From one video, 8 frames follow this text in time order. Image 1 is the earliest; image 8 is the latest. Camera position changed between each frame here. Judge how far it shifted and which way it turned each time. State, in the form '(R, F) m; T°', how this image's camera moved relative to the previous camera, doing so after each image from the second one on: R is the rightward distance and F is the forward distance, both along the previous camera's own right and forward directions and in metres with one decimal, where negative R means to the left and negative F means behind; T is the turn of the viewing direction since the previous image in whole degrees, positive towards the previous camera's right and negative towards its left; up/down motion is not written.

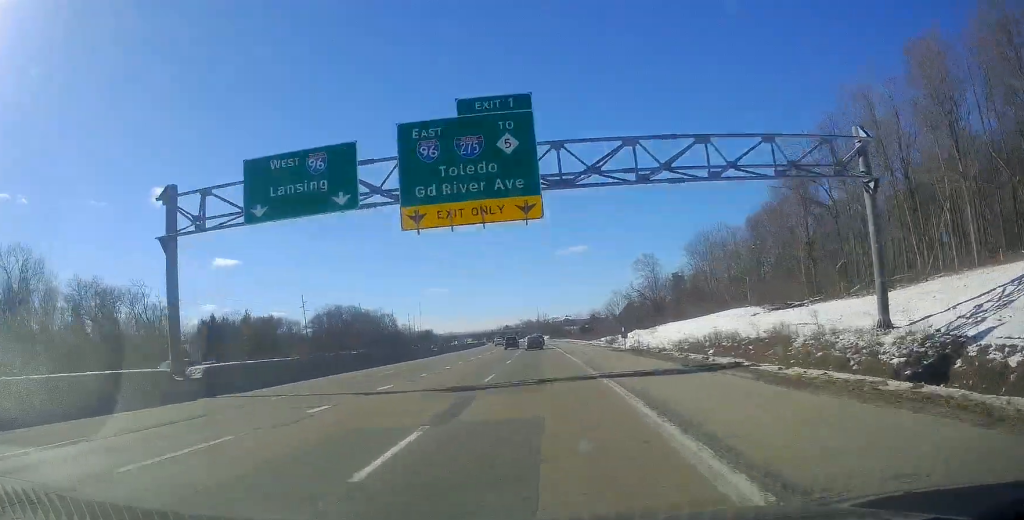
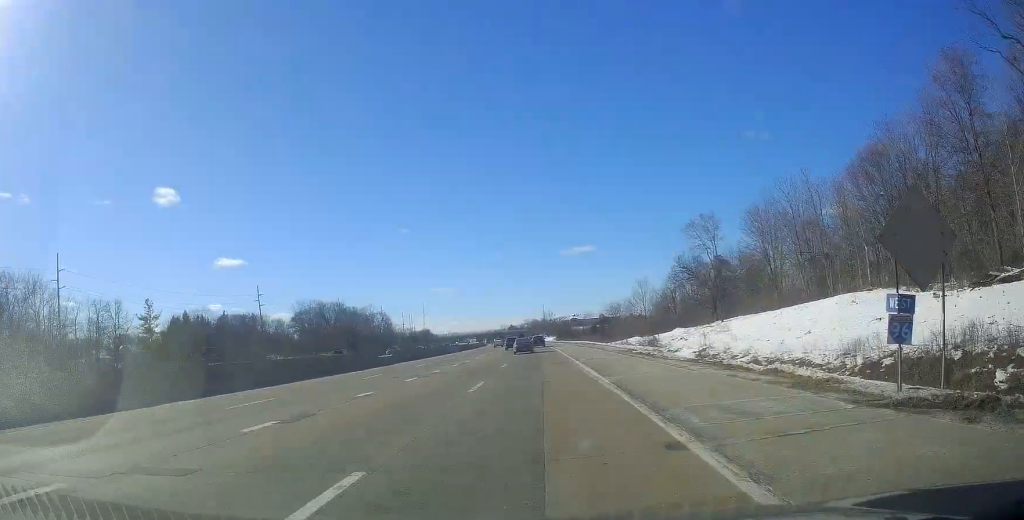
(-0.3, +38.3) m; -1°
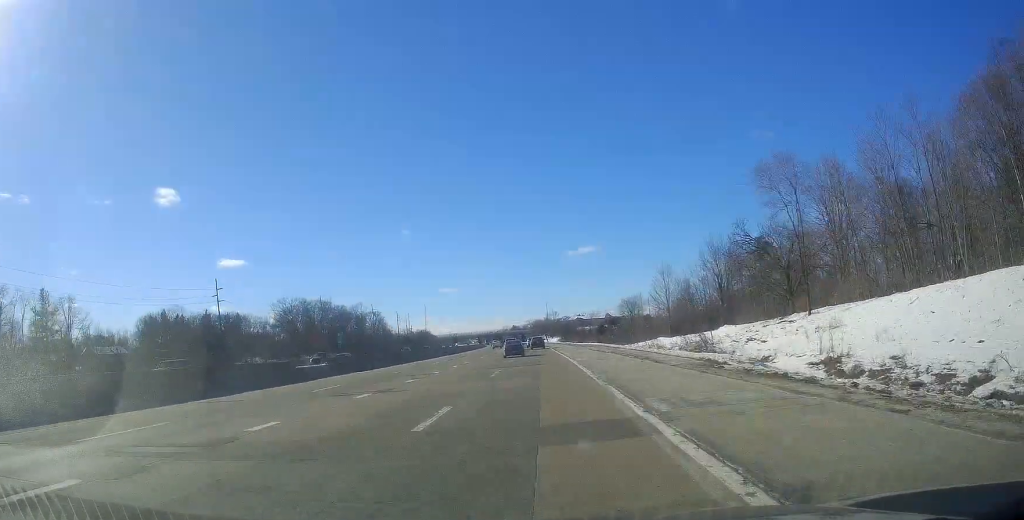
(-0.2, +24.3) m; -1°
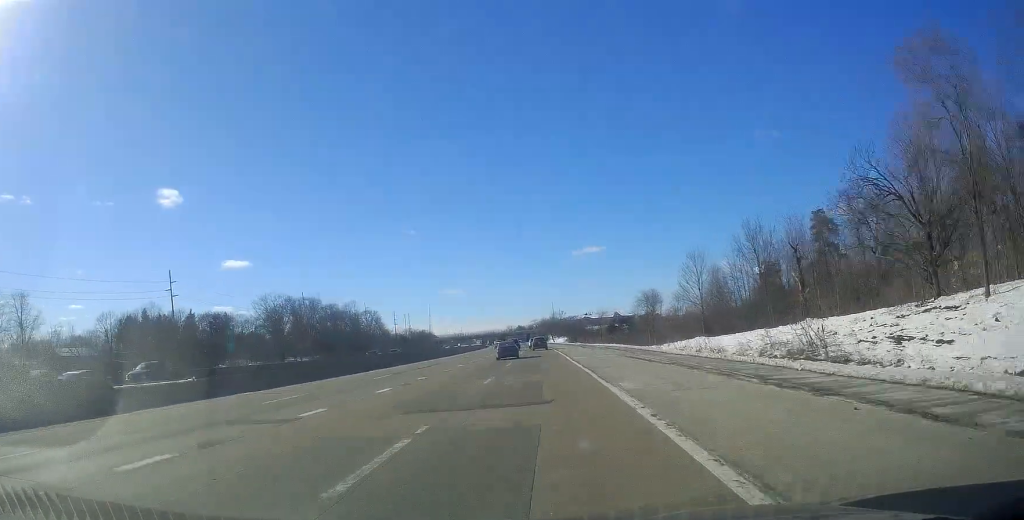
(-0.1, +21.5) m; 0°
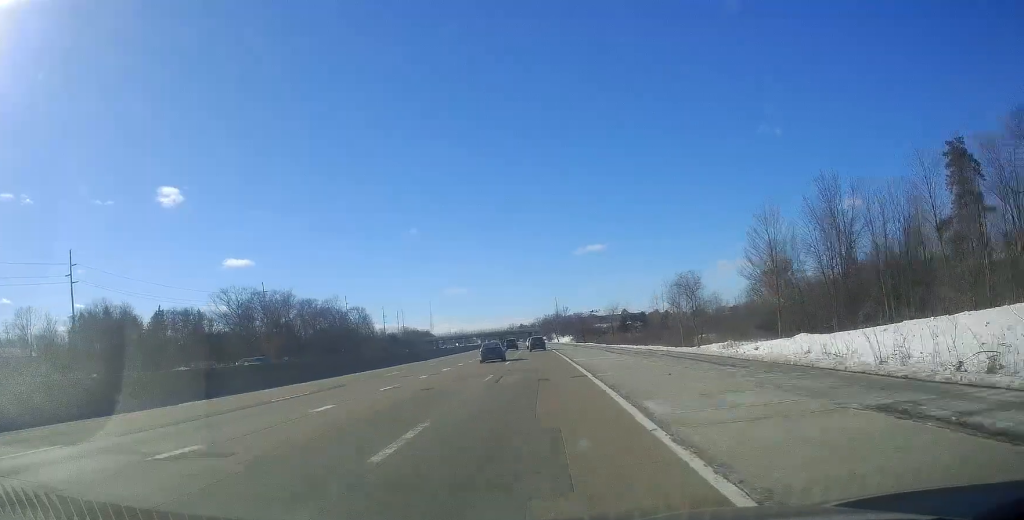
(-0.2, +30.5) m; 0°
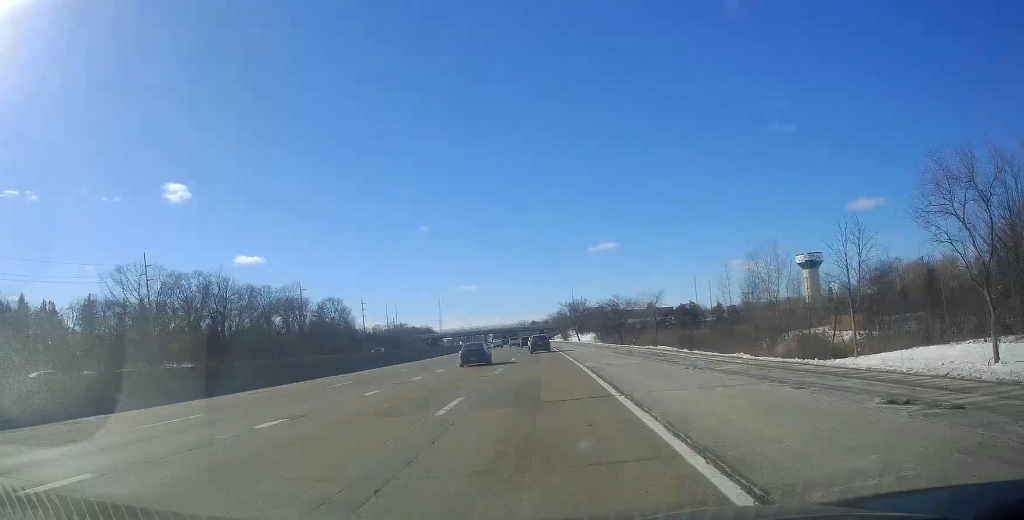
(+0.1, +57.3) m; -1°
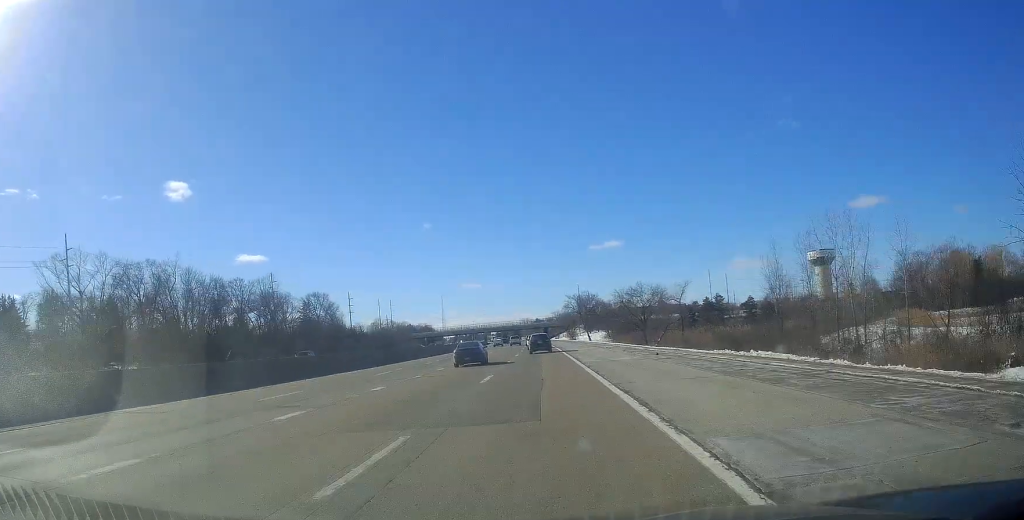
(-0.3, +22.4) m; -1°
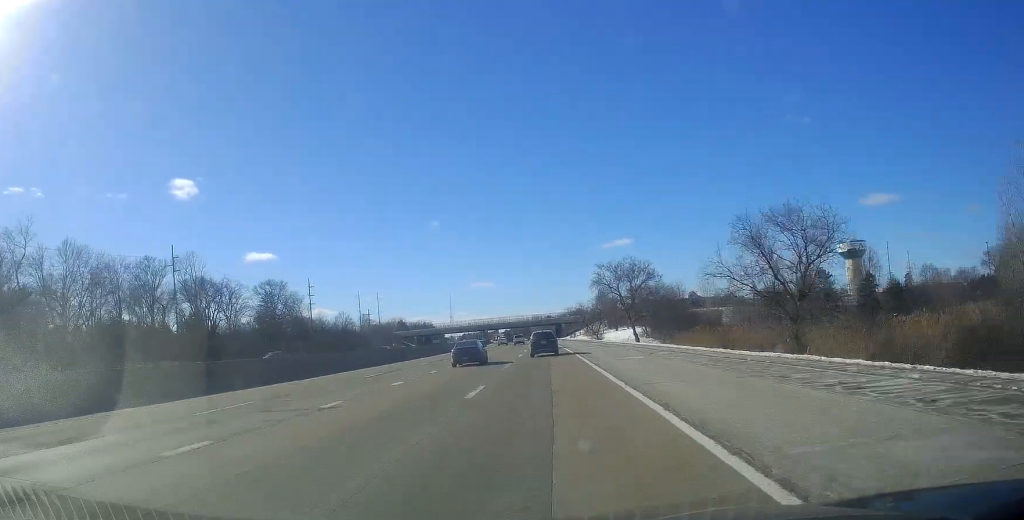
(-0.6, +50.4) m; 0°
